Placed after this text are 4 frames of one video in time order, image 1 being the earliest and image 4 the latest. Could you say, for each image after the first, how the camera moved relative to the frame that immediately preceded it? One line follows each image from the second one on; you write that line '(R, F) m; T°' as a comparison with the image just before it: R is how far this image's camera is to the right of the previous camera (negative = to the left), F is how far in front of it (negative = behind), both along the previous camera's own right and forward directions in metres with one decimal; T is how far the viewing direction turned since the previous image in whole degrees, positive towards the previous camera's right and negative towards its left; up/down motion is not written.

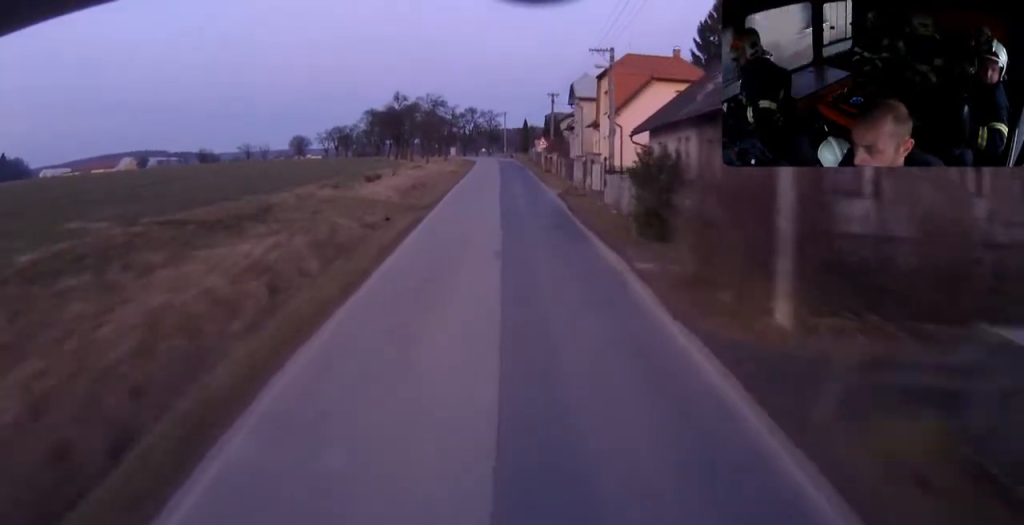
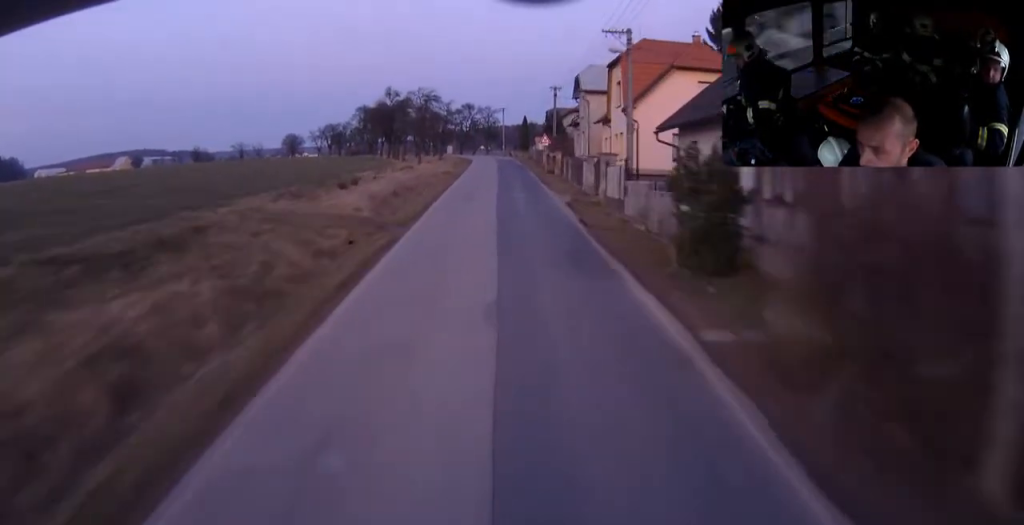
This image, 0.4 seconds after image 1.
(0.0, +6.1) m; 0°
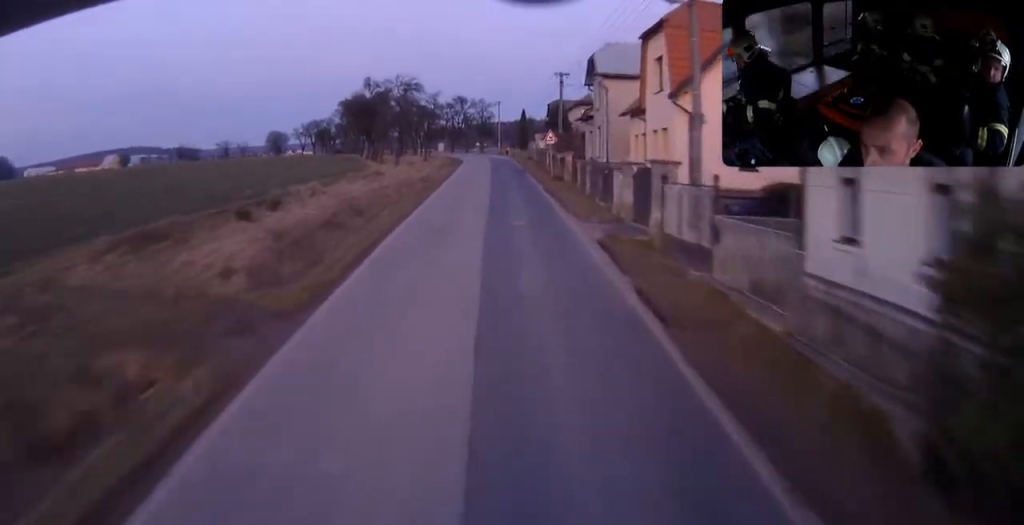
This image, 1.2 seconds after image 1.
(0.0, +12.2) m; +2°
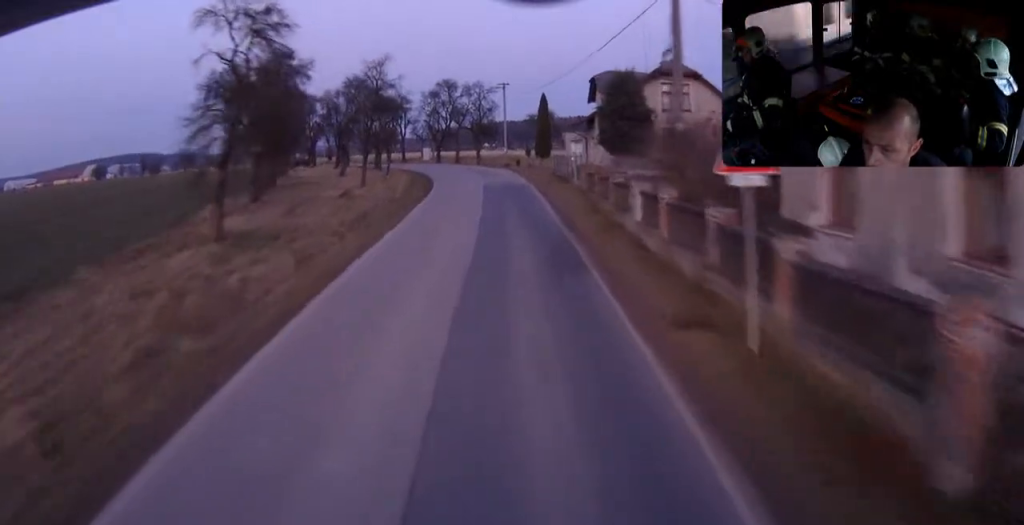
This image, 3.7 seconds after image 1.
(+1.4, +37.5) m; 0°
